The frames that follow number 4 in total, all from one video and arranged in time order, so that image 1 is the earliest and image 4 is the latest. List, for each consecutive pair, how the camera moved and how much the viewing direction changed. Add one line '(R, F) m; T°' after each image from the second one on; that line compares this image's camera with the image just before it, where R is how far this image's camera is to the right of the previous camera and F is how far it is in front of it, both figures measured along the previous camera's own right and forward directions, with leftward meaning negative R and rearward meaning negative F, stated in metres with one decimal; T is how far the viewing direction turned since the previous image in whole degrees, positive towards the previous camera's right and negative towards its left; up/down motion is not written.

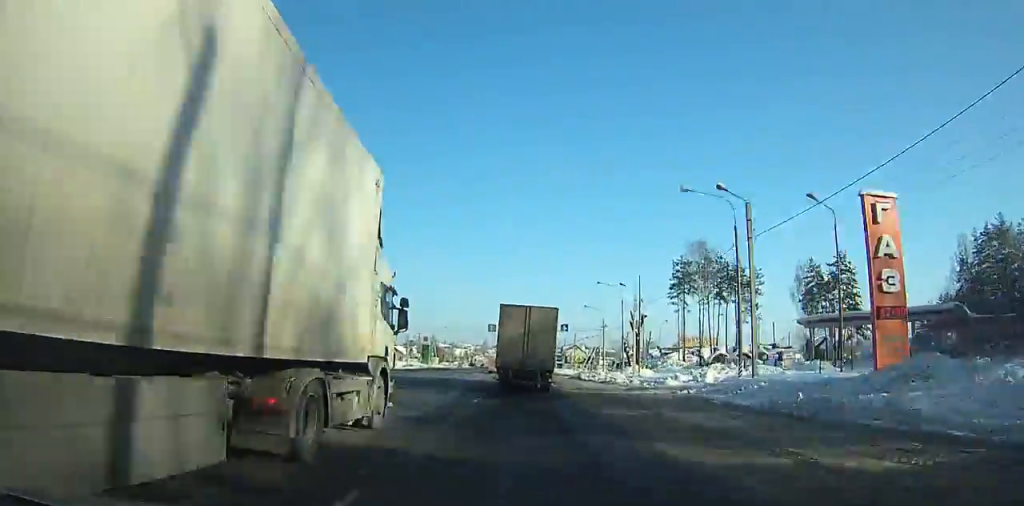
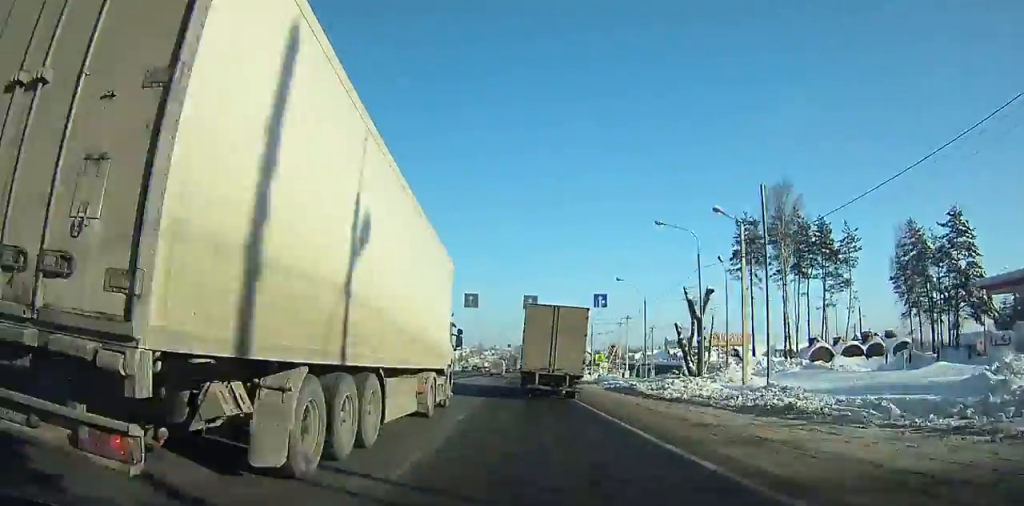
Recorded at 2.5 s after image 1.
(+0.4, +31.6) m; +2°
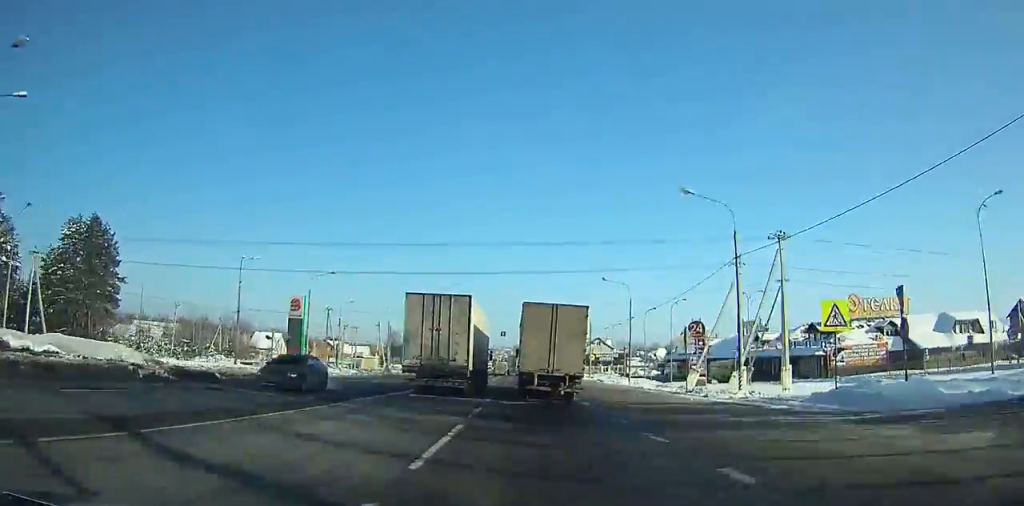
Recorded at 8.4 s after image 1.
(+0.8, +69.8) m; 0°
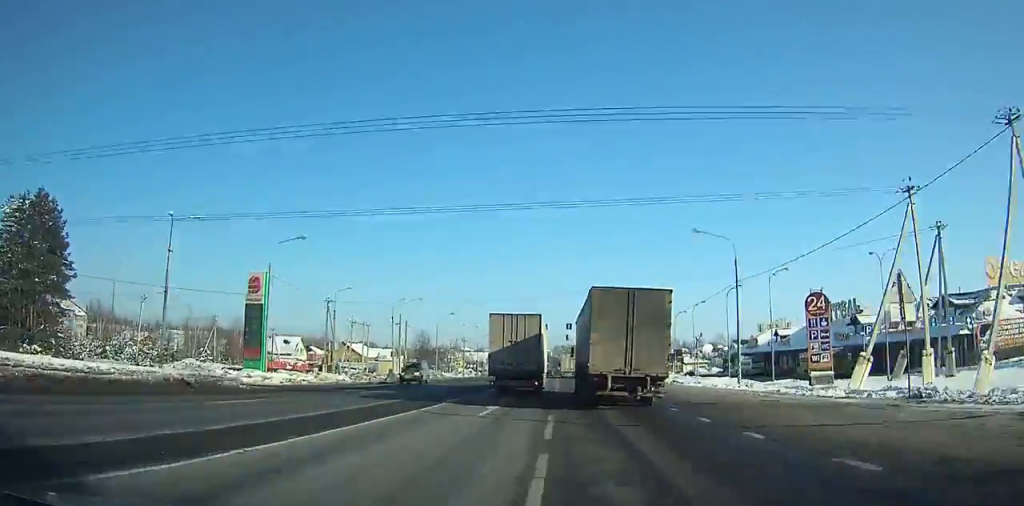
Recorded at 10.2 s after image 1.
(-0.8, +21.2) m; +1°
